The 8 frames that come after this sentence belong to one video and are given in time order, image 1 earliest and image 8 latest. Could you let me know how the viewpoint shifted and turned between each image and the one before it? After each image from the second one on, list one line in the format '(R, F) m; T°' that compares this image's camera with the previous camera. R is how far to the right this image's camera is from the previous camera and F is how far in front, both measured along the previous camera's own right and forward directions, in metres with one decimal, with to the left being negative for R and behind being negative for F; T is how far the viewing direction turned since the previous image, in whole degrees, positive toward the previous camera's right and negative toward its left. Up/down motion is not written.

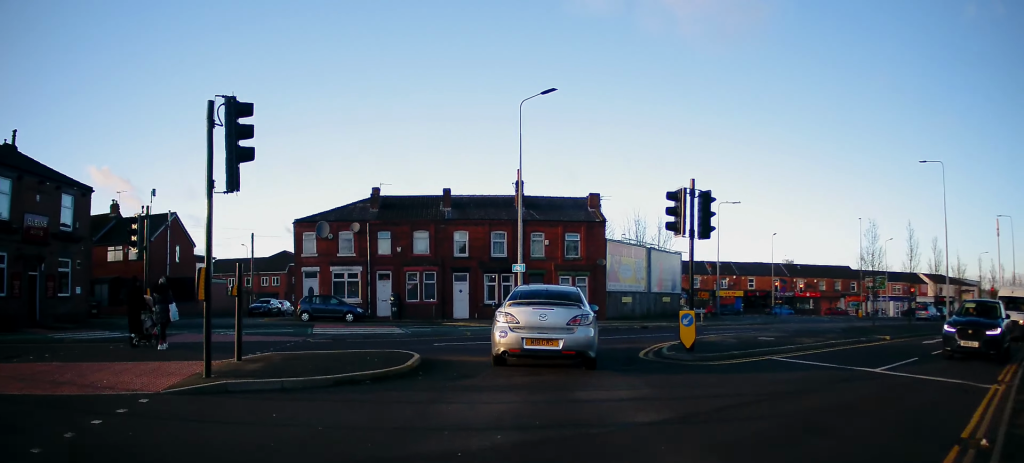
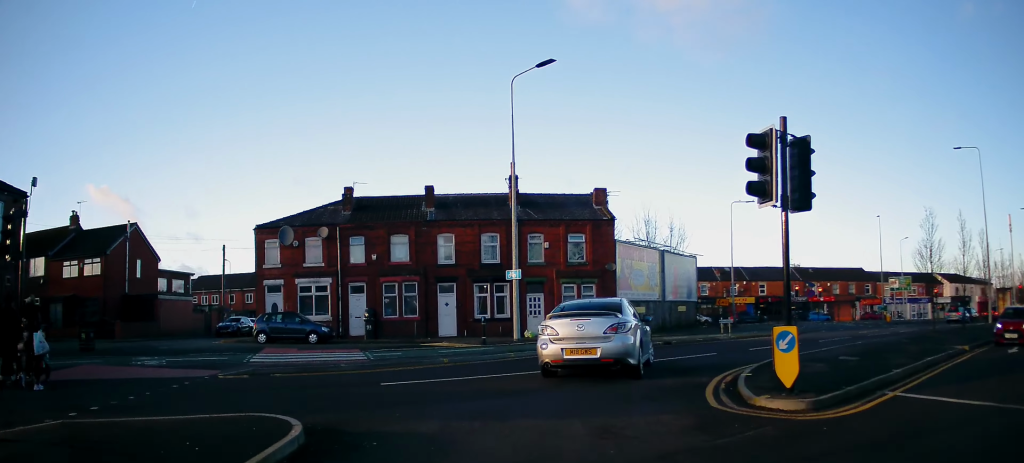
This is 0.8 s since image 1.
(-0.2, +5.2) m; +1°
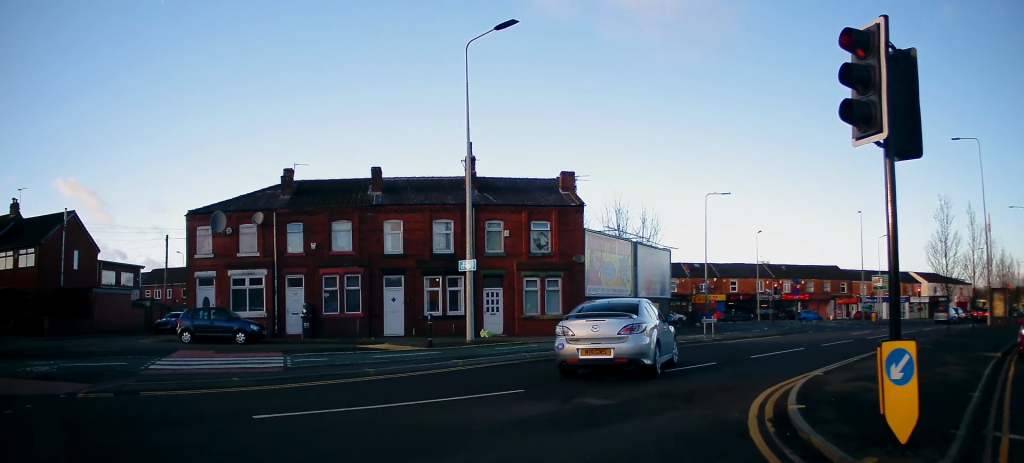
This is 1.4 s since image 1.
(+0.1, +3.3) m; +5°
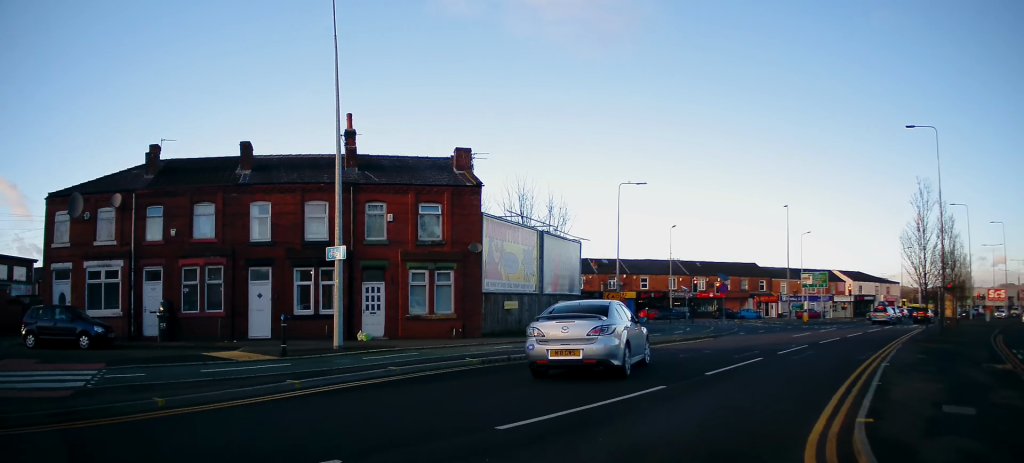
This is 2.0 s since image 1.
(+0.2, +4.1) m; +8°
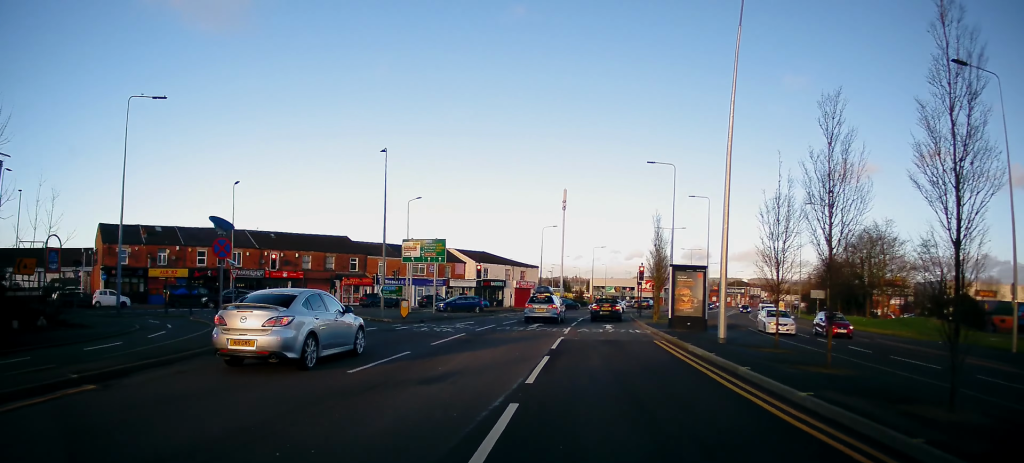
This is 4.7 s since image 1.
(+7.1, +17.6) m; +35°
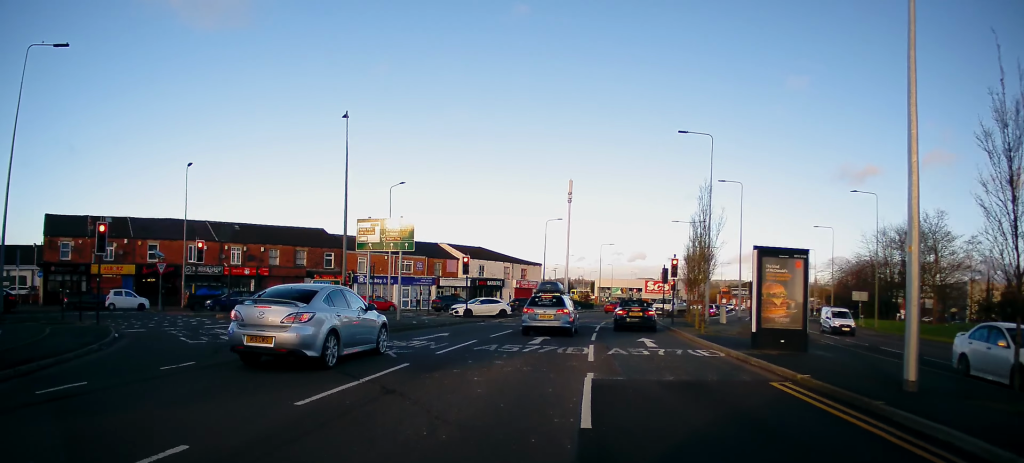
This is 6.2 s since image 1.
(0.0, +9.8) m; 0°
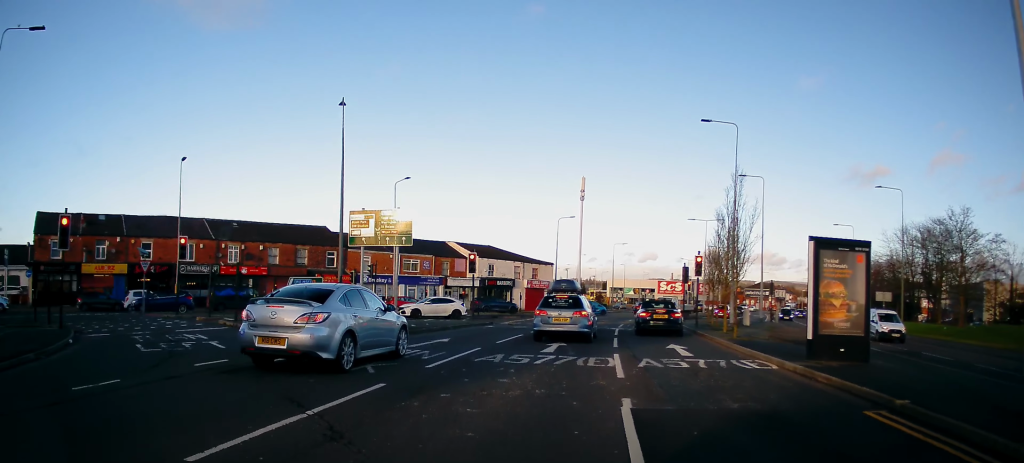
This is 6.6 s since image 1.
(-0.1, +2.7) m; +1°
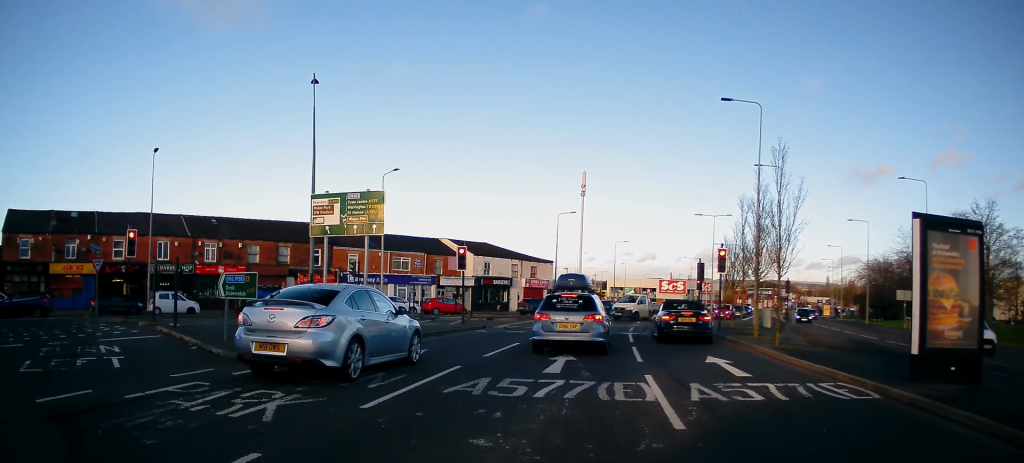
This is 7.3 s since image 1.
(+0.1, +3.9) m; +1°
